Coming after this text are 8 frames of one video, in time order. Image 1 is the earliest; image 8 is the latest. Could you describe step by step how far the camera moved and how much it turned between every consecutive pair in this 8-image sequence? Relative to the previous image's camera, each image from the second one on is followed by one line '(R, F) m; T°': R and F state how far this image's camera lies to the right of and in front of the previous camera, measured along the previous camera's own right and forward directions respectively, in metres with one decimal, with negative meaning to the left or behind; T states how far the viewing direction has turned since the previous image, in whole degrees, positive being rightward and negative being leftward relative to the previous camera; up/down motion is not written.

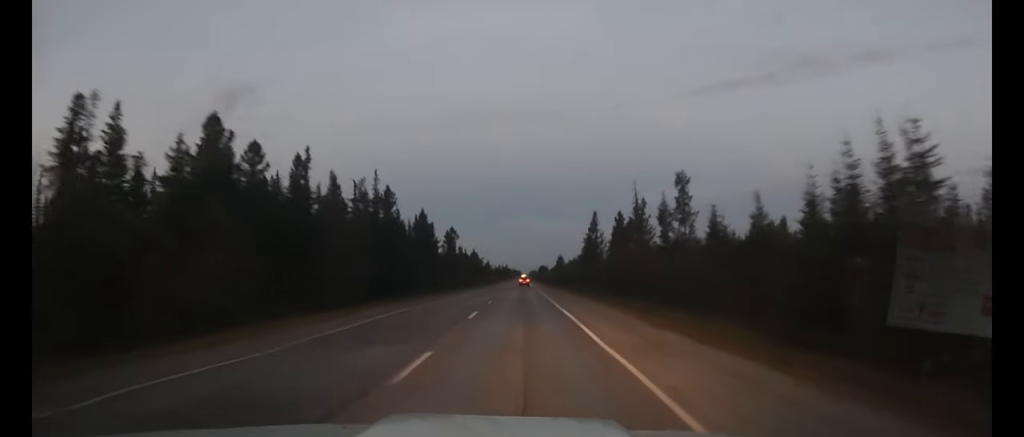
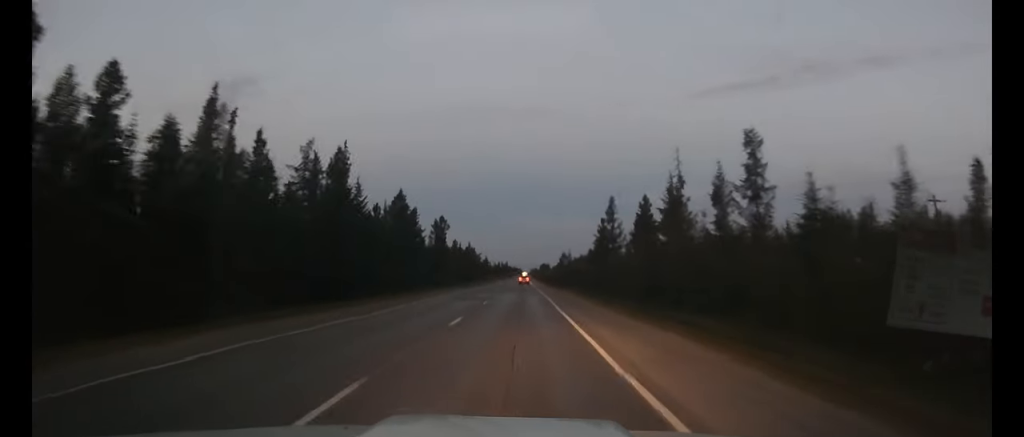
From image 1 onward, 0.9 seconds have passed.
(0.0, +15.9) m; 0°
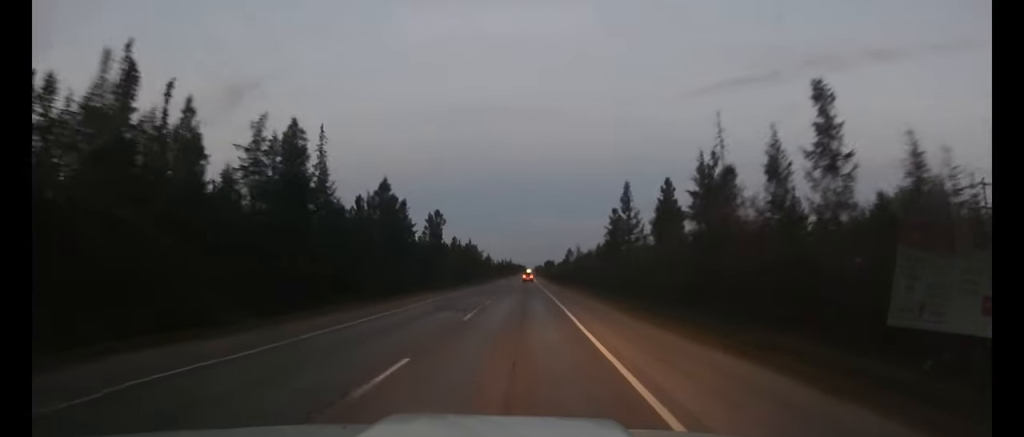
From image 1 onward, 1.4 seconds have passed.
(0.0, +9.2) m; 0°
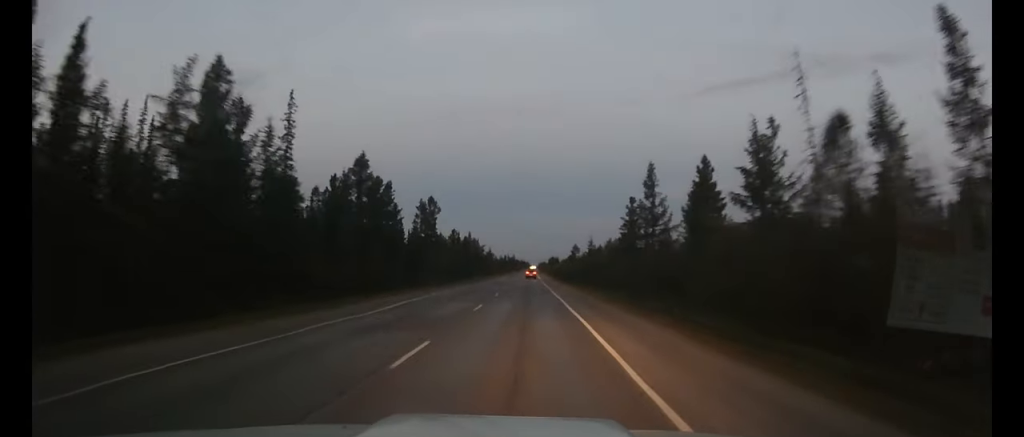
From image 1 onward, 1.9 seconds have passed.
(0.0, +10.3) m; 0°
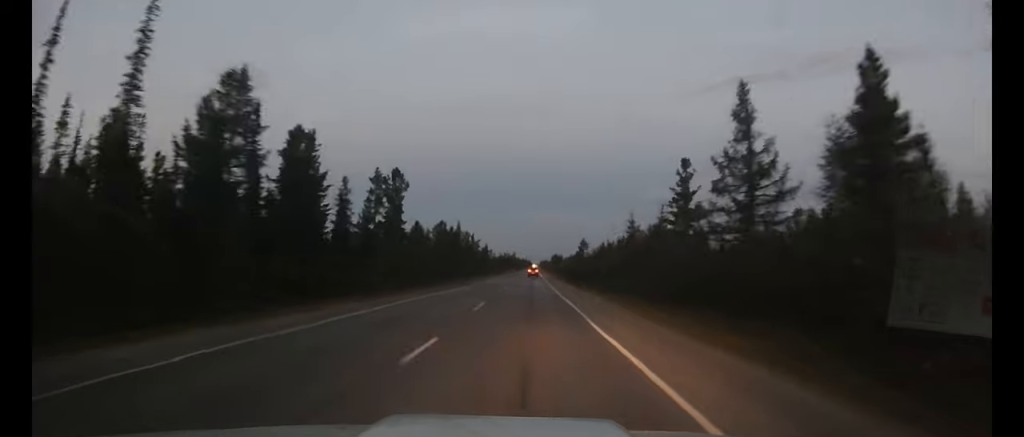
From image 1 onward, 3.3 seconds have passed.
(-0.1, +23.9) m; 0°
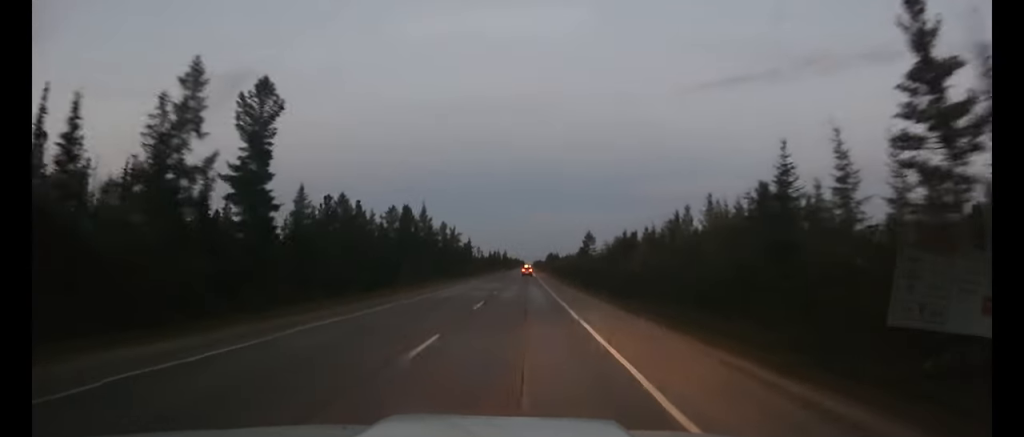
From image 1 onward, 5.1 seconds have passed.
(0.0, +32.5) m; 0°
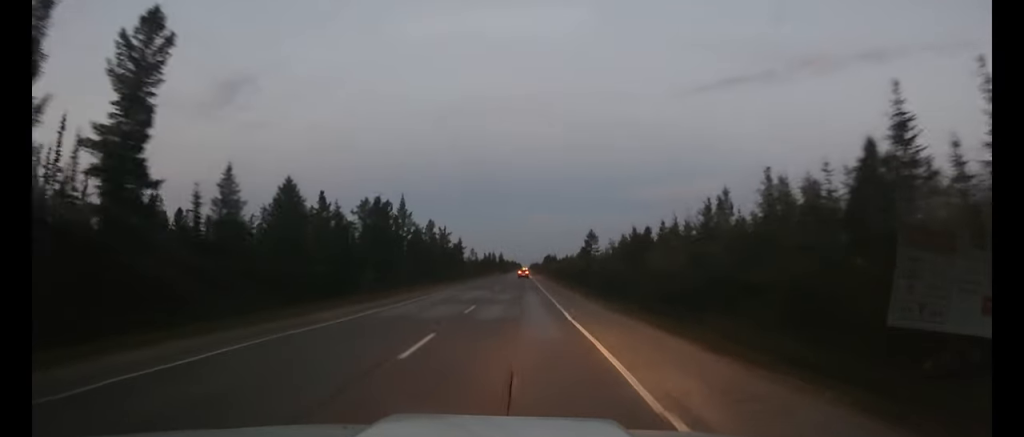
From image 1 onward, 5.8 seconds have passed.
(0.0, +11.9) m; 0°
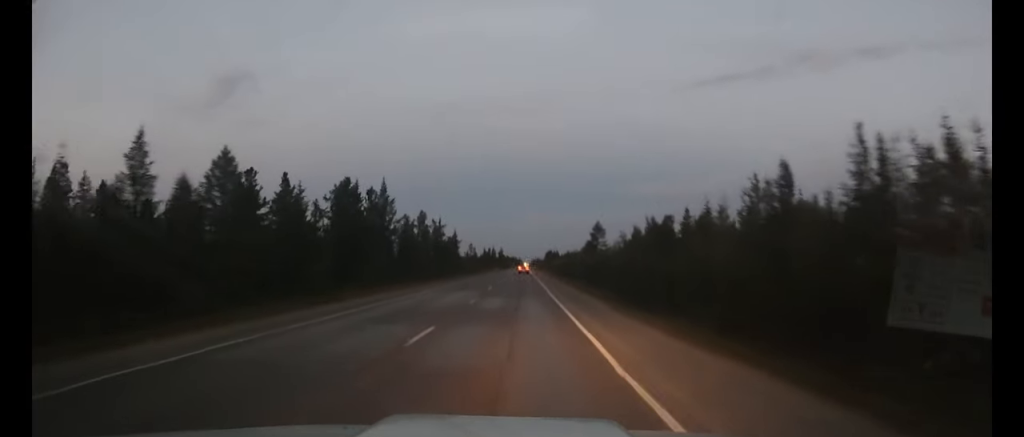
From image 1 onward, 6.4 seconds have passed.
(0.0, +10.1) m; 0°
